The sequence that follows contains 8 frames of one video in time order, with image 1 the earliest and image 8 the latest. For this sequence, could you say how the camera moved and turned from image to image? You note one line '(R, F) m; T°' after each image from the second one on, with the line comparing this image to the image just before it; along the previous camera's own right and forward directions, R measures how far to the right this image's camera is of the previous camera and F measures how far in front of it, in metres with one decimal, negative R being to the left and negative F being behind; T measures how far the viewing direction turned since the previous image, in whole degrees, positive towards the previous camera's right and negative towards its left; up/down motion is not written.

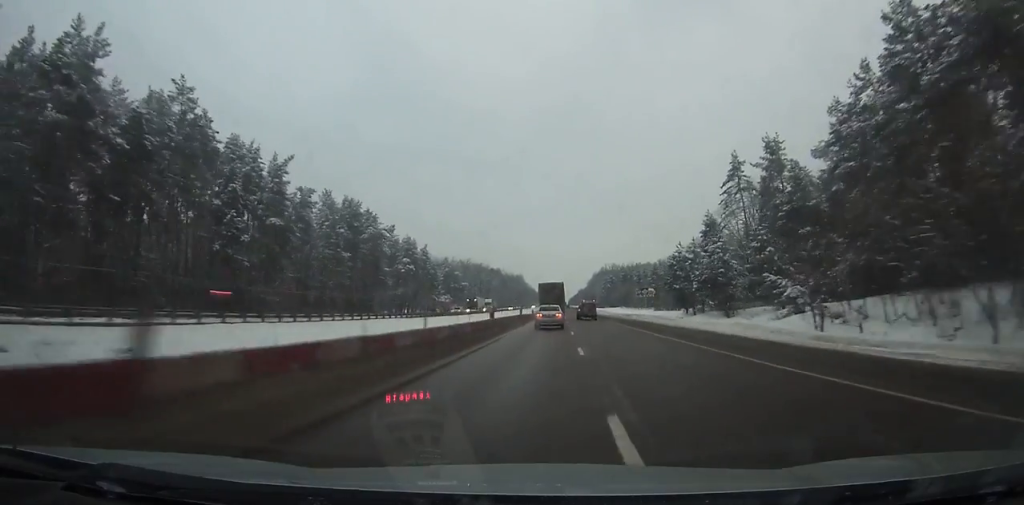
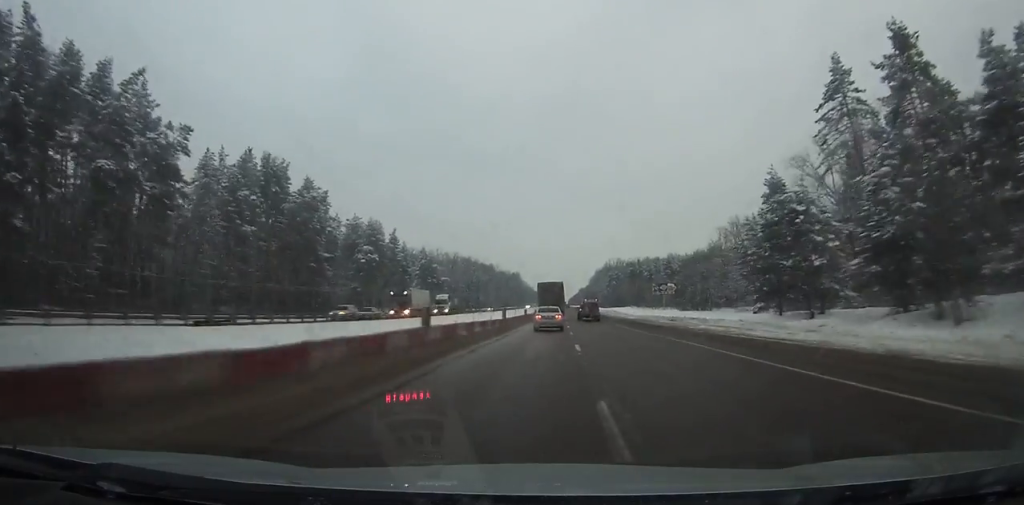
(+0.1, +34.8) m; 0°
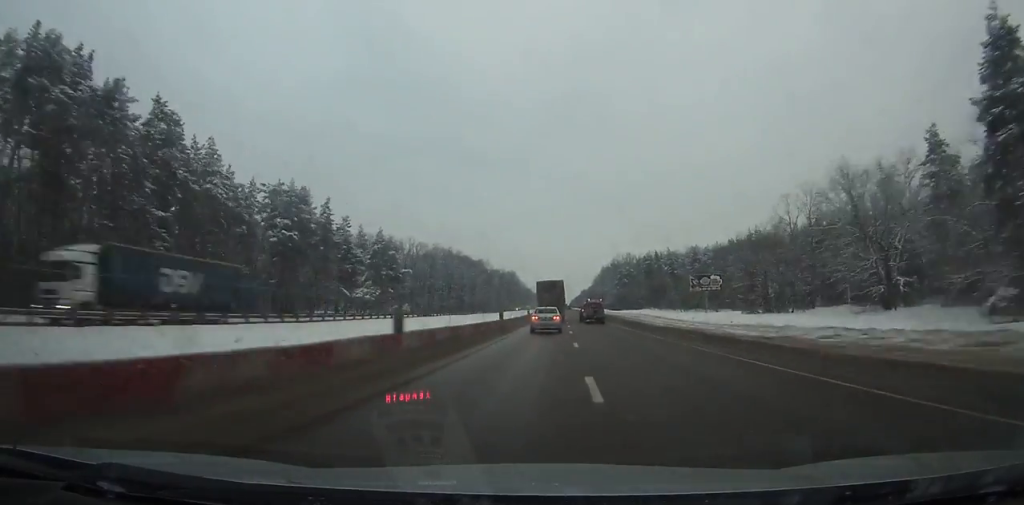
(+0.1, +44.7) m; 0°
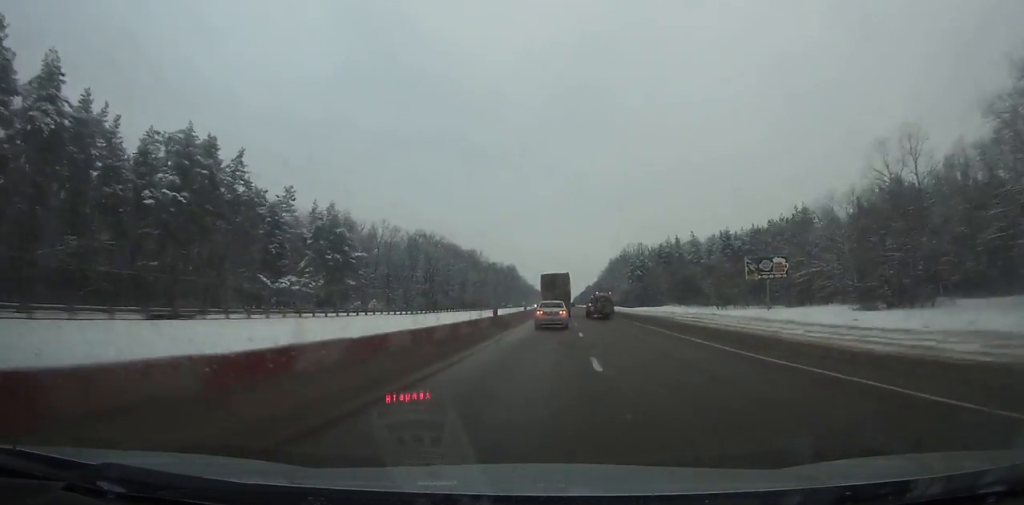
(0.0, +31.6) m; 0°
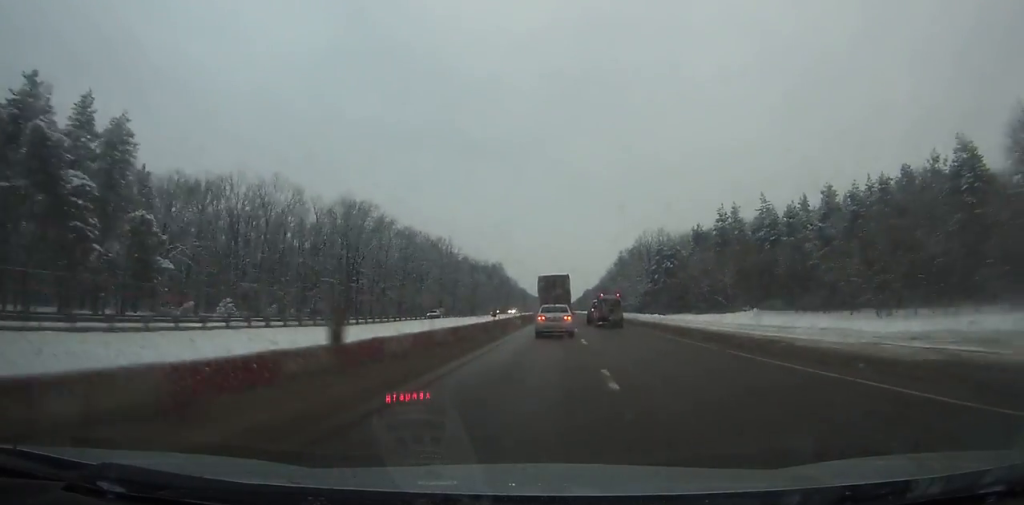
(0.0, +60.1) m; 0°
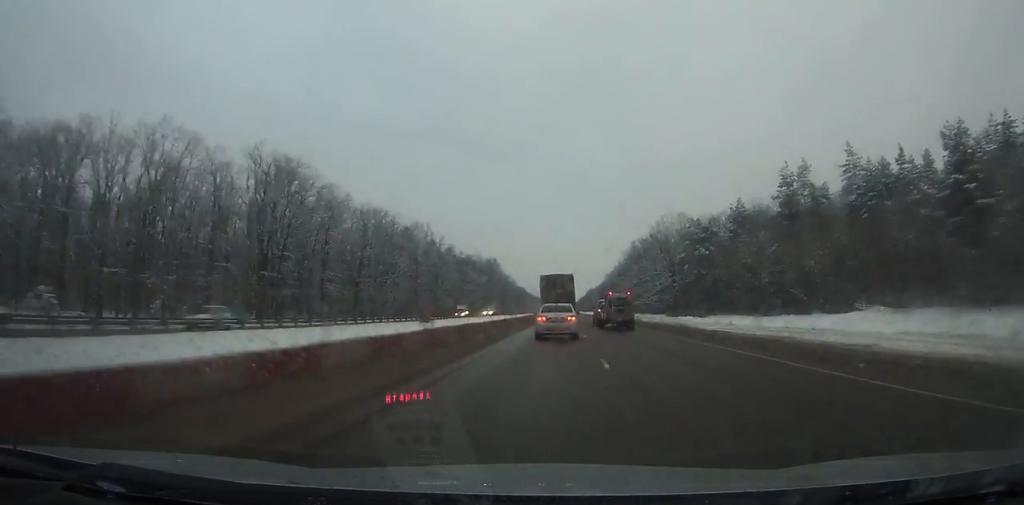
(+0.1, +32.9) m; 0°
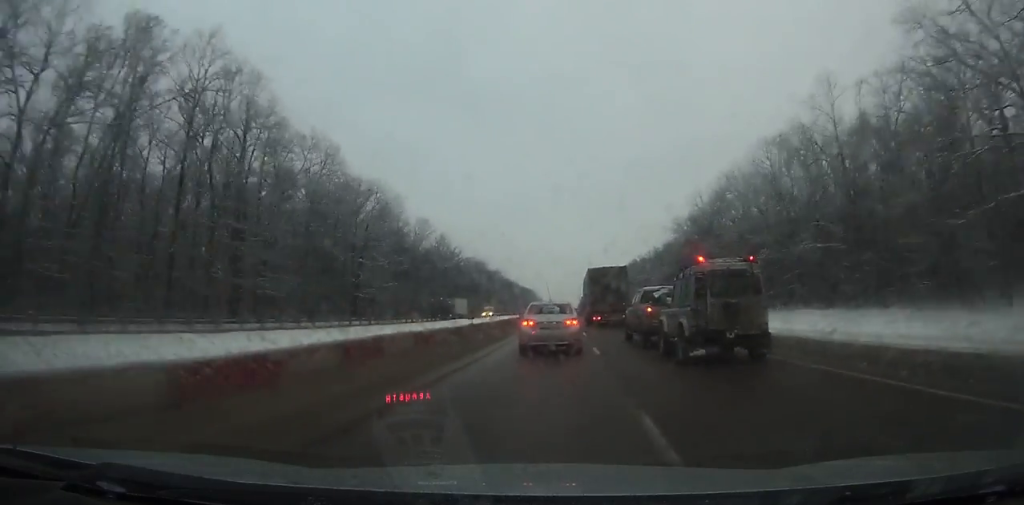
(0.0, +233.2) m; -1°
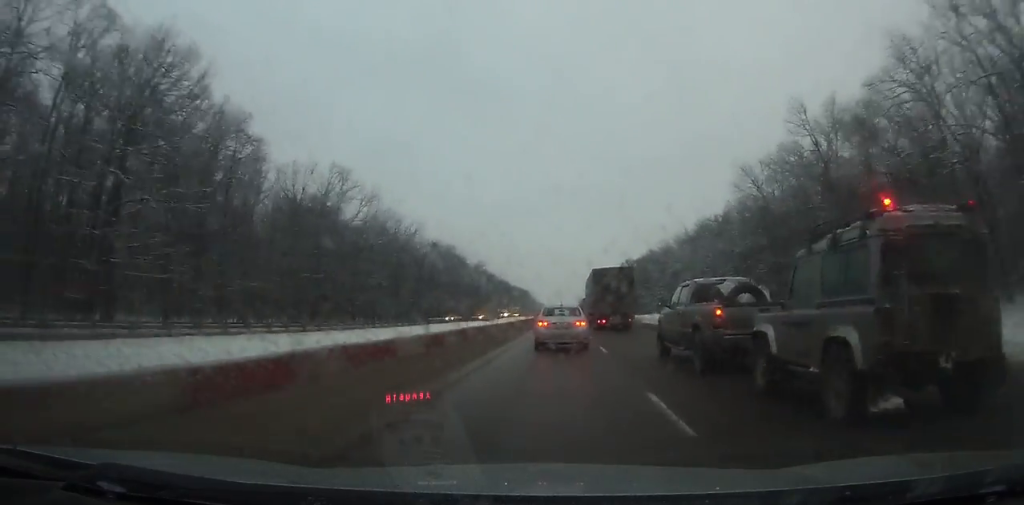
(-0.3, +57.7) m; 0°
